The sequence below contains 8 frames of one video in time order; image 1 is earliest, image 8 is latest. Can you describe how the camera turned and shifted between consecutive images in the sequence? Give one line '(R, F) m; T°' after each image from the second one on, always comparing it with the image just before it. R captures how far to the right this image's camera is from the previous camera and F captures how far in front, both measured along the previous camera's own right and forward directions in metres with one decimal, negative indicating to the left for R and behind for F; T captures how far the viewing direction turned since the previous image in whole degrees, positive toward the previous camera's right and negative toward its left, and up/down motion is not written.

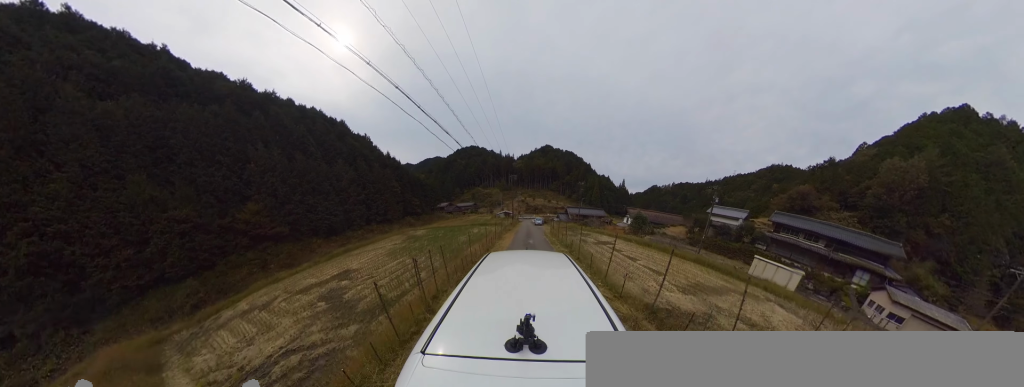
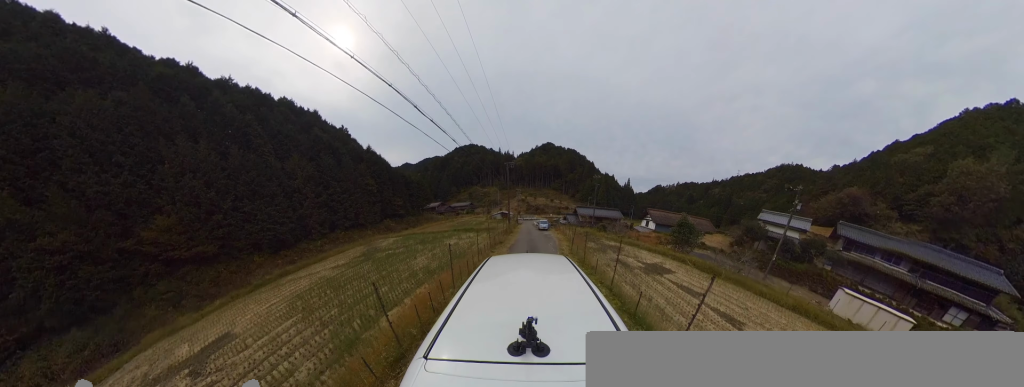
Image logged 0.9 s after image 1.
(+0.9, +9.5) m; +4°
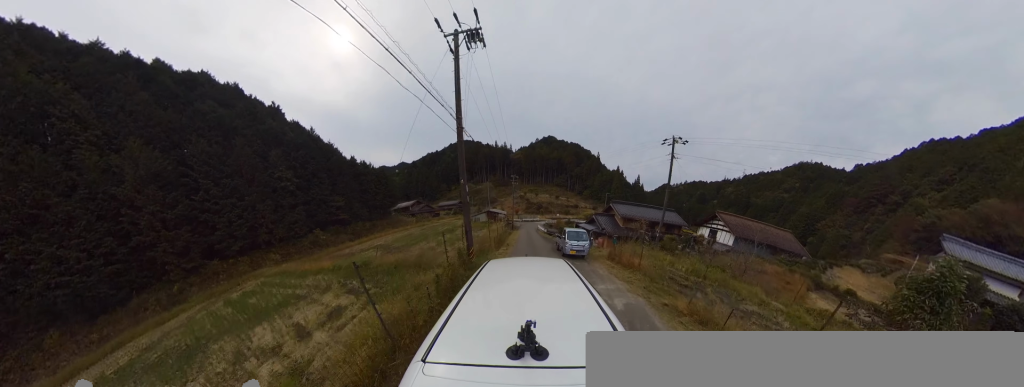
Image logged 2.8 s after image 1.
(-0.9, +18.8) m; -3°
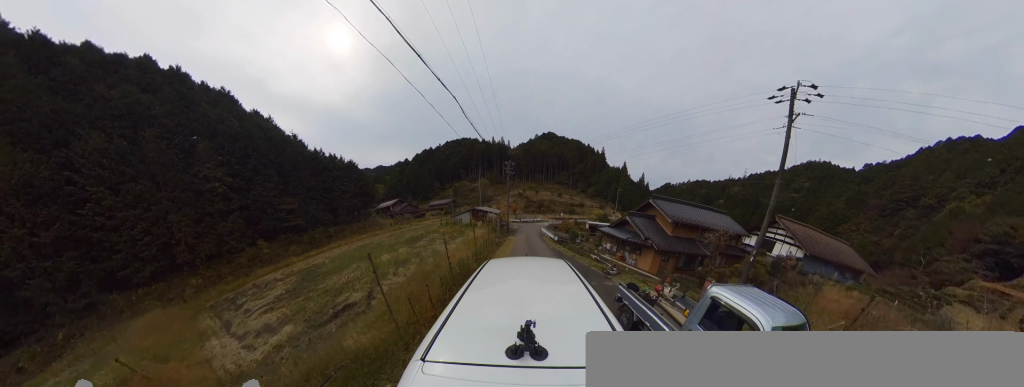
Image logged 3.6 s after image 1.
(+0.5, +8.5) m; +3°
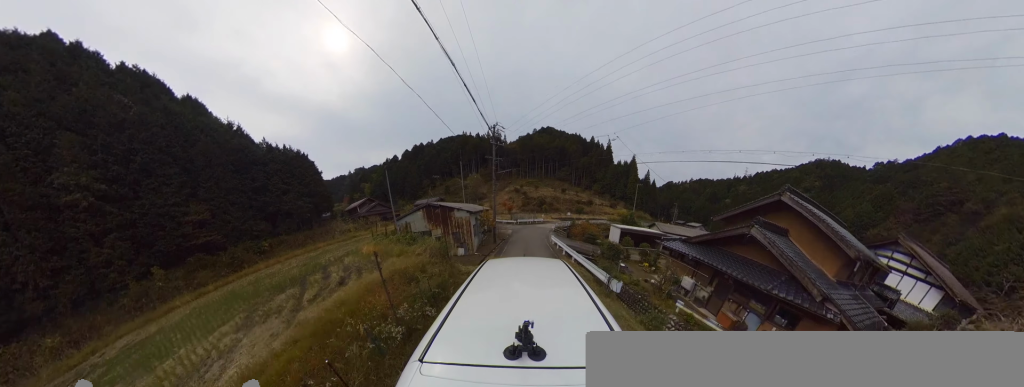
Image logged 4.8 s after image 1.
(0.0, +10.0) m; 0°
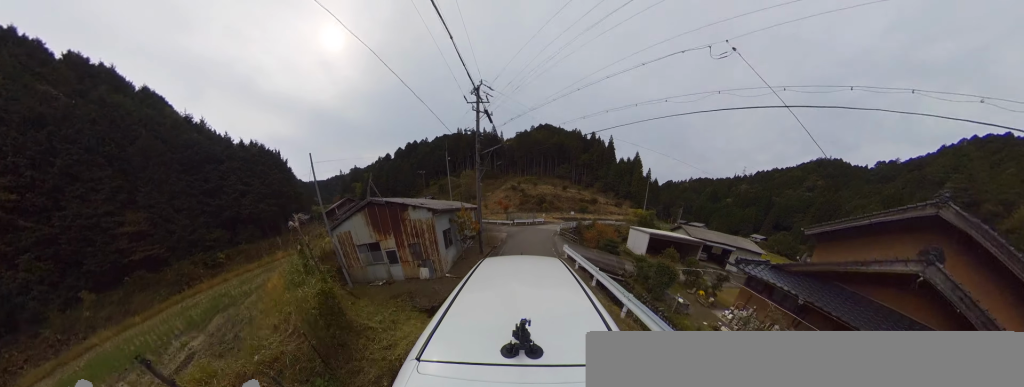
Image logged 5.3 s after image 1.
(0.0, +4.4) m; 0°
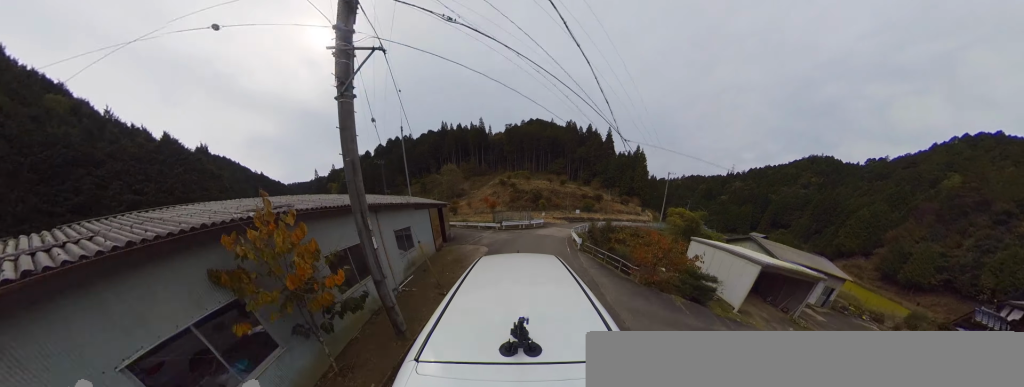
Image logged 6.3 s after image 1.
(0.0, +7.7) m; +8°
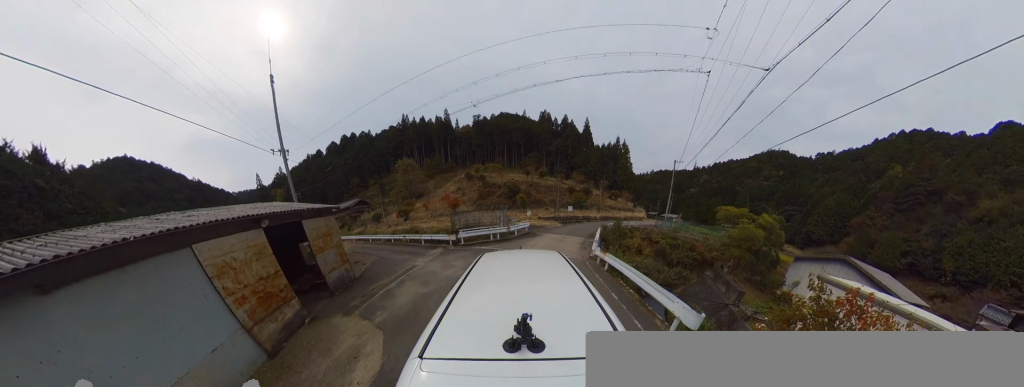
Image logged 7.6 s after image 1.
(+1.4, +8.0) m; +15°
